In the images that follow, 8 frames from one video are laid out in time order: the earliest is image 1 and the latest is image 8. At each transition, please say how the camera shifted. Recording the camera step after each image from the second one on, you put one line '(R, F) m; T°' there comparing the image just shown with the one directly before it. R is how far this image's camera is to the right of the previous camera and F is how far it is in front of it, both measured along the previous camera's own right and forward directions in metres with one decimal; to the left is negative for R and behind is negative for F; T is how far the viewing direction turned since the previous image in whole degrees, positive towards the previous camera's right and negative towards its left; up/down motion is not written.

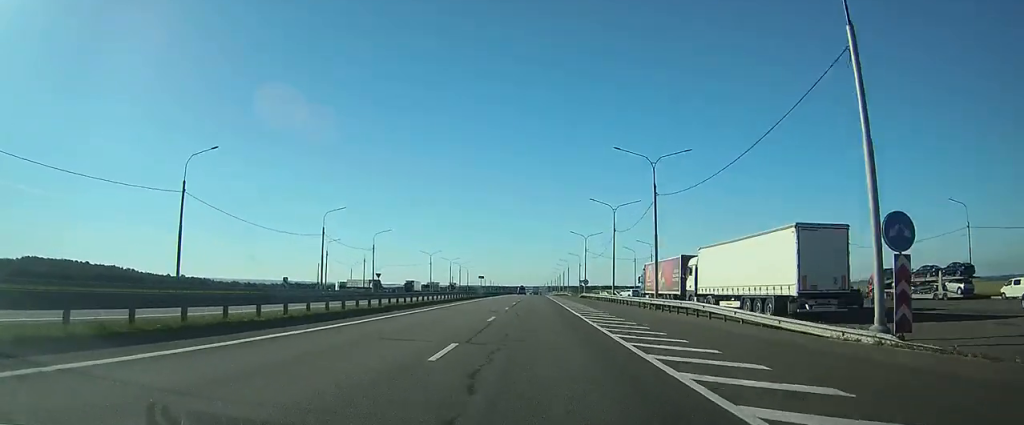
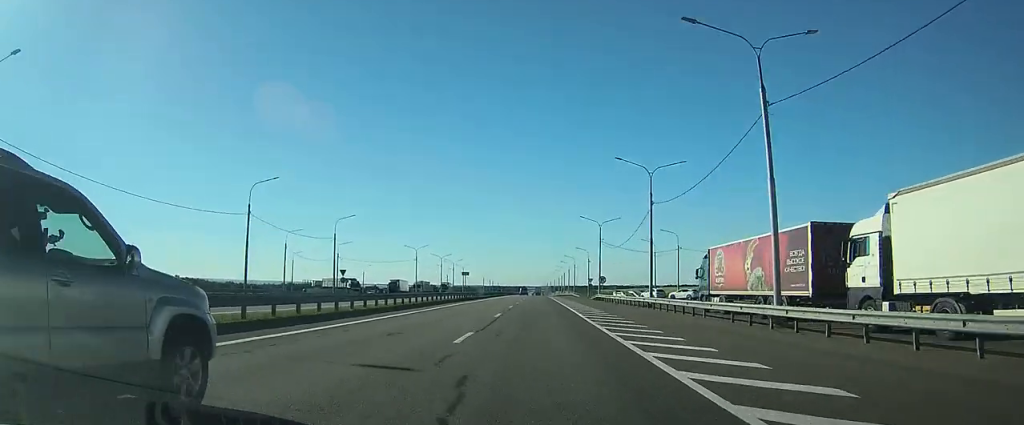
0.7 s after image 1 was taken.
(0.0, +20.9) m; 0°
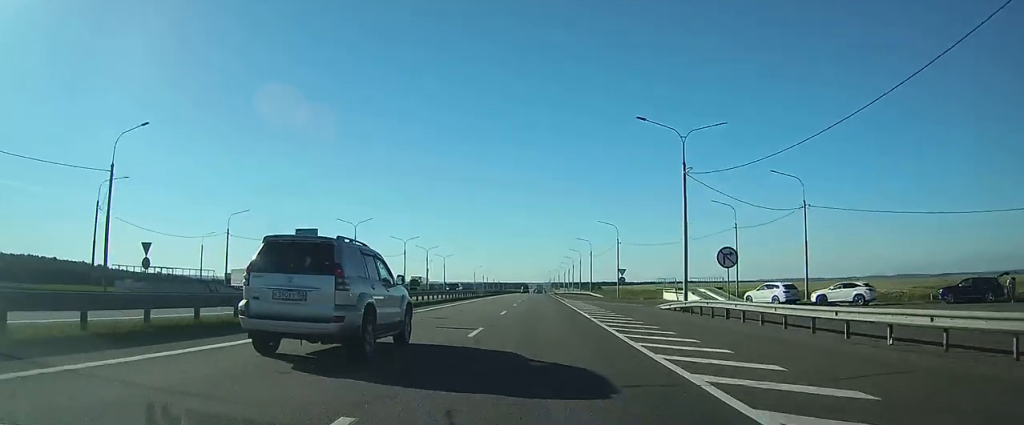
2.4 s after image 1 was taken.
(-0.1, +46.4) m; 0°
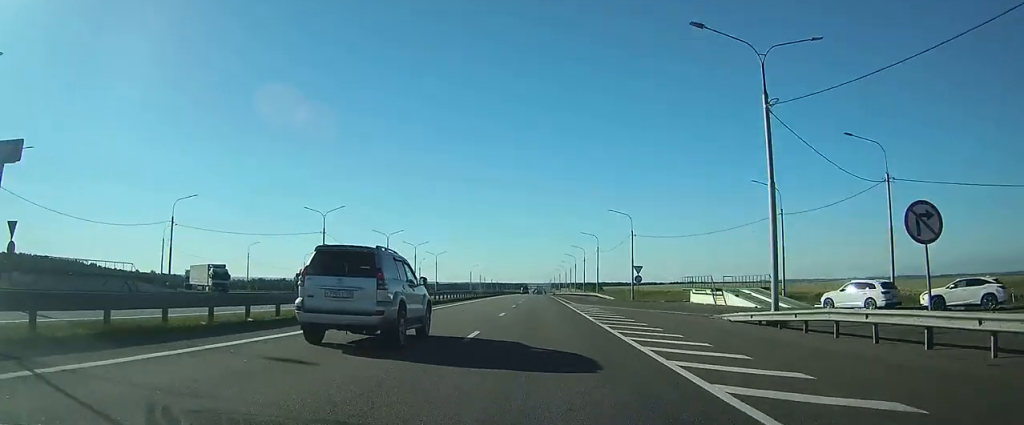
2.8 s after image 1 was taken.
(0.0, +13.2) m; 0°
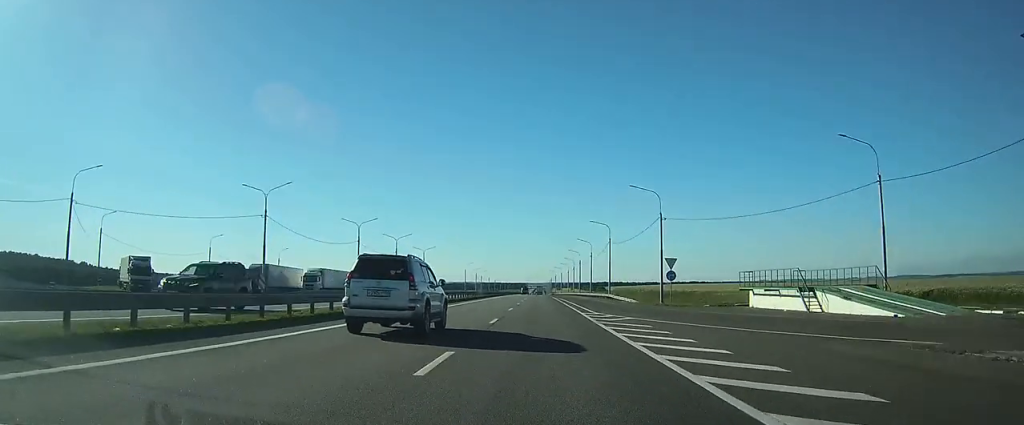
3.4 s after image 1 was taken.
(0.0, +17.0) m; 0°
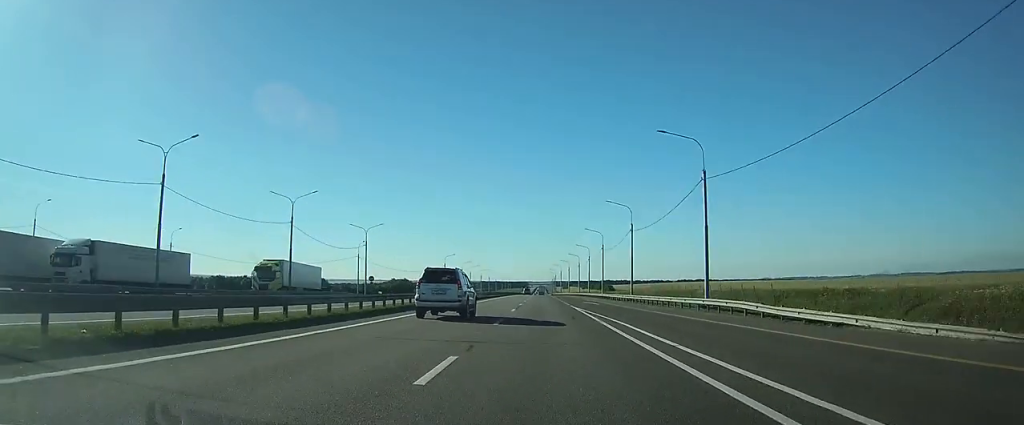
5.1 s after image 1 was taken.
(0.0, +48.3) m; 0°
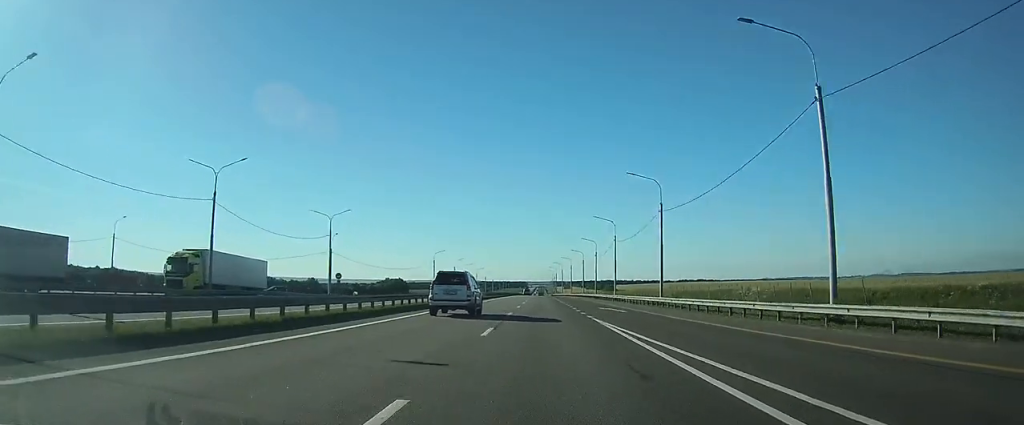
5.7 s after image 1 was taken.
(0.0, +16.2) m; 0°
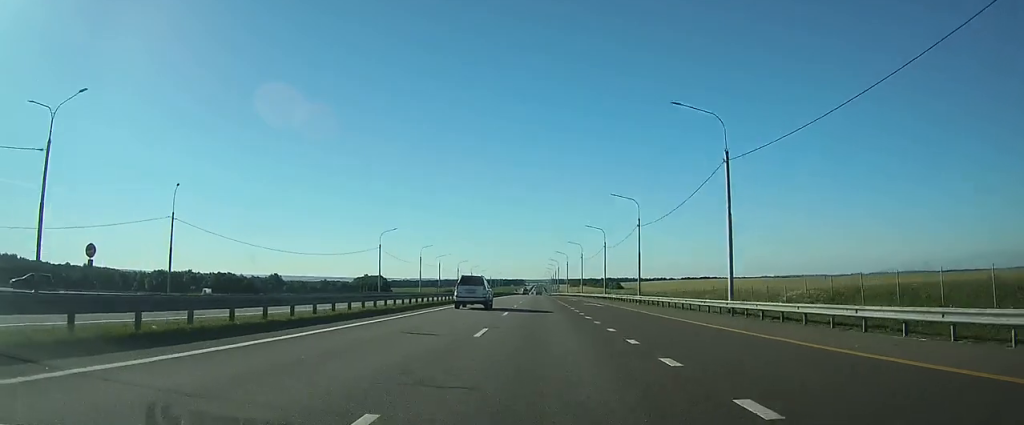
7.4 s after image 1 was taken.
(+0.1, +48.8) m; 0°
